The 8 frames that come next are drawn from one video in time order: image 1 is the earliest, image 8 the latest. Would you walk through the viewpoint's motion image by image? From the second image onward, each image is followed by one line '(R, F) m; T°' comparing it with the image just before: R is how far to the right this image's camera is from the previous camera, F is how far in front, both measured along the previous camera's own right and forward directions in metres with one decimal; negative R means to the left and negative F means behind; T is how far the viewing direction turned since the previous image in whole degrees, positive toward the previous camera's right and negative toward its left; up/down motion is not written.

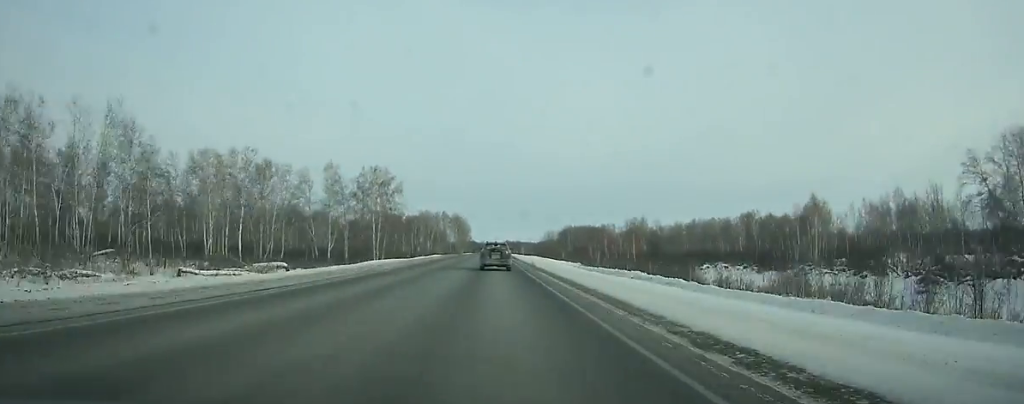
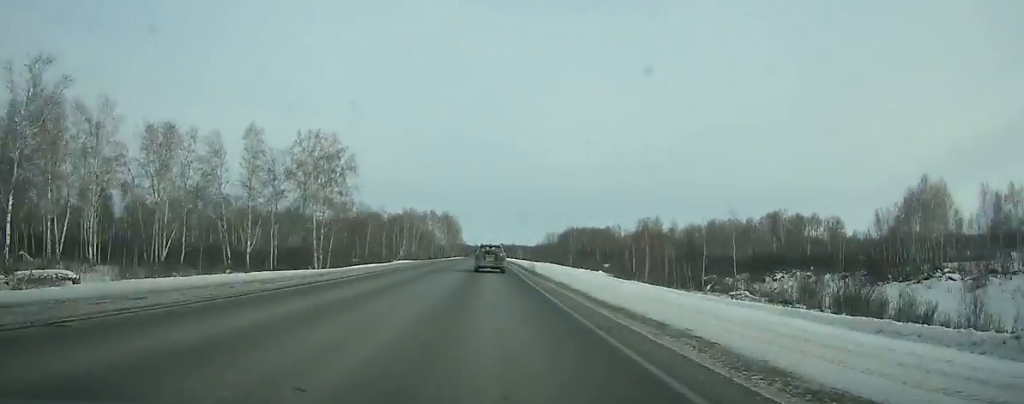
(0.0, +40.2) m; 0°
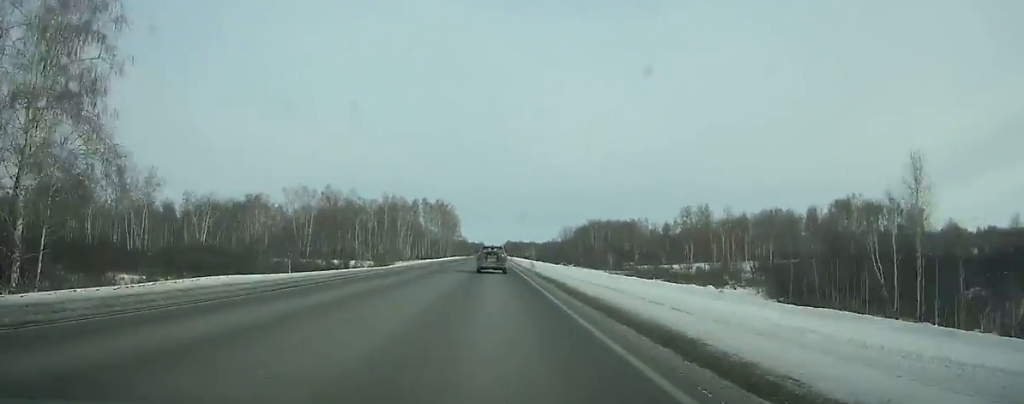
(-0.1, +62.2) m; 0°
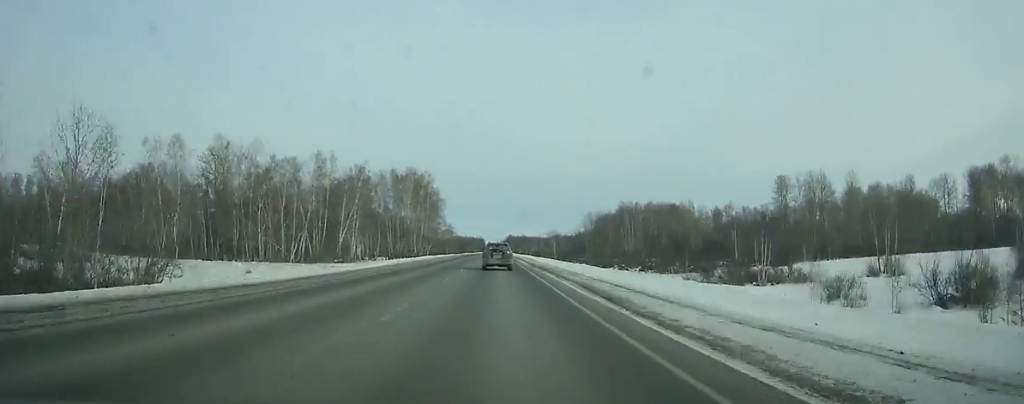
(-0.1, +83.8) m; 0°
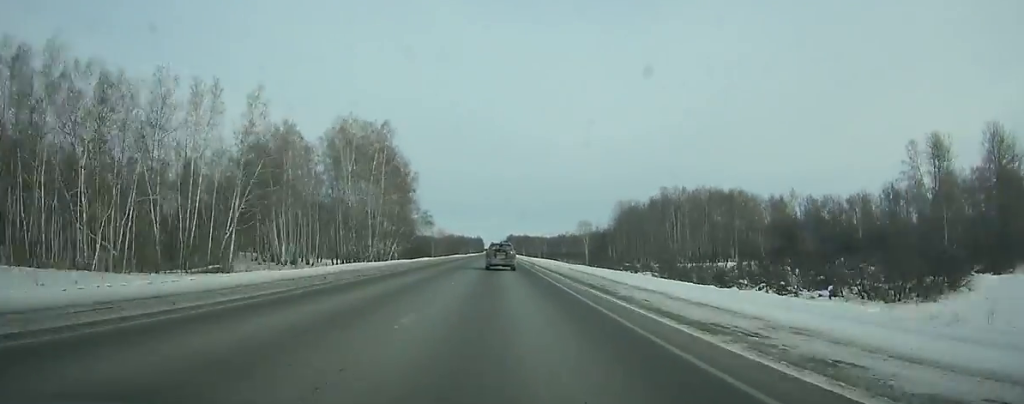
(+0.1, +59.2) m; 0°
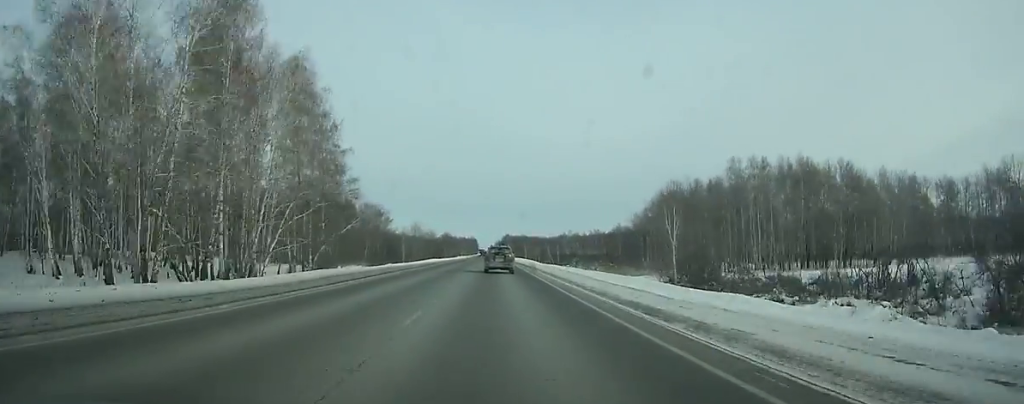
(+0.1, +56.6) m; 0°
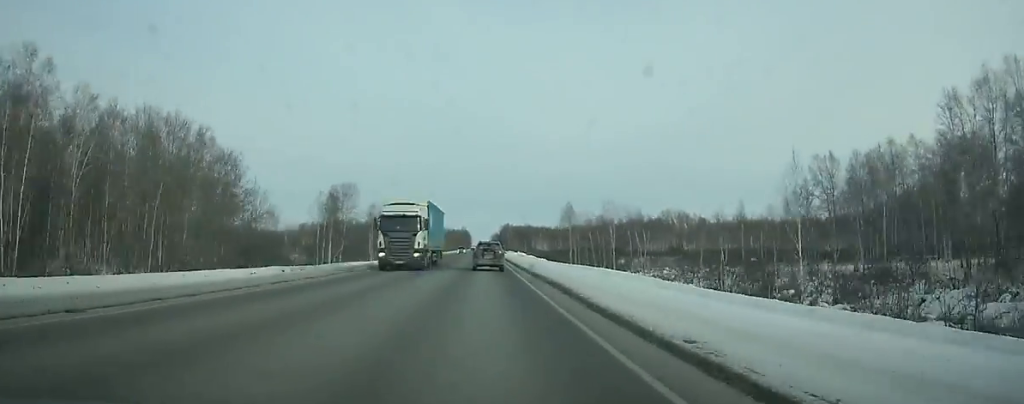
(+0.3, +153.7) m; 0°
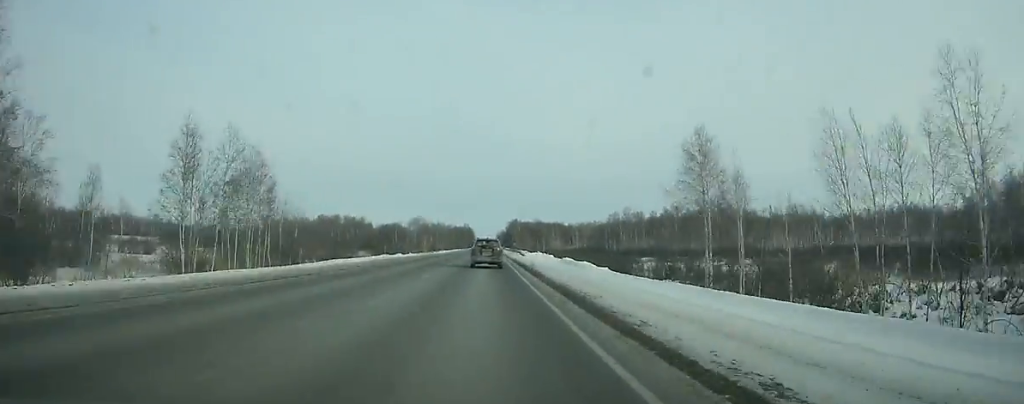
(-0.2, +62.2) m; 0°
